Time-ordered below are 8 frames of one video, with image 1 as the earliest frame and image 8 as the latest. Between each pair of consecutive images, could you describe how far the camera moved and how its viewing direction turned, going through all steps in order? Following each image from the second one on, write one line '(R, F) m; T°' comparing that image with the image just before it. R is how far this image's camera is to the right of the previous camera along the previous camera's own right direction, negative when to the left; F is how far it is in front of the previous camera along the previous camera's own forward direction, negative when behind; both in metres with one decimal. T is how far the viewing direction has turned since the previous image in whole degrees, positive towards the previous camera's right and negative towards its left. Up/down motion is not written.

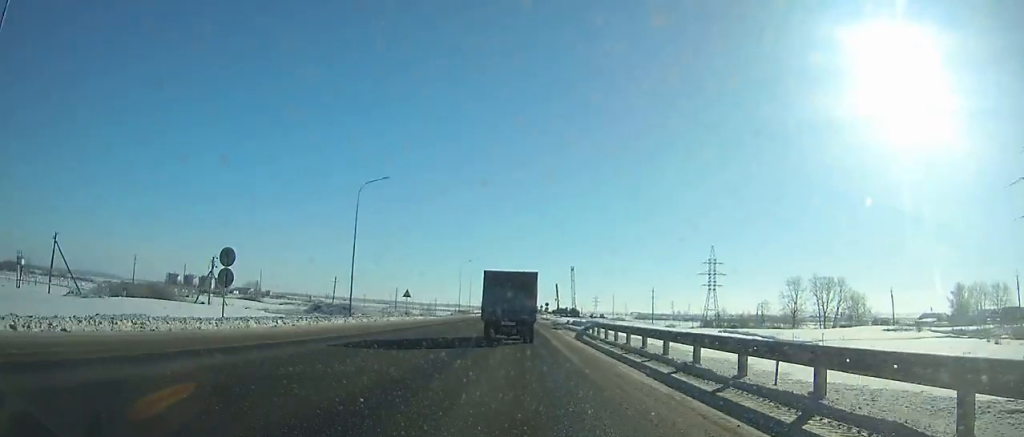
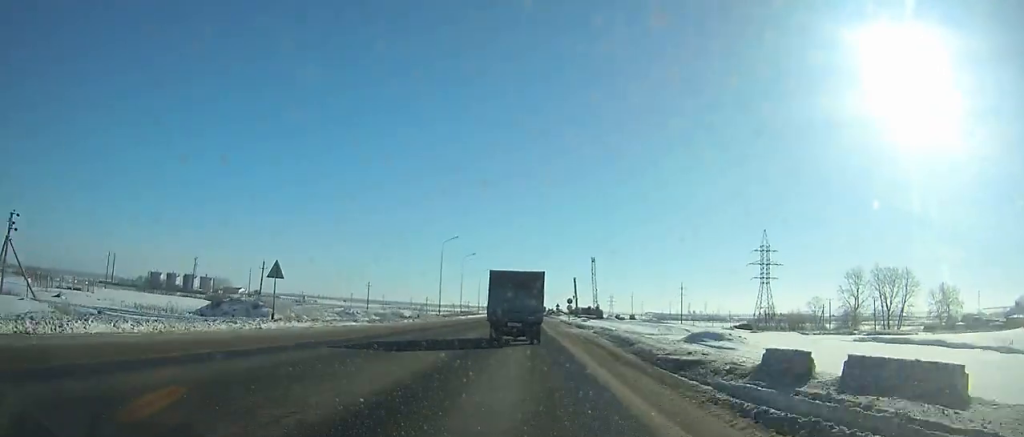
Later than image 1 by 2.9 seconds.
(-0.3, +40.9) m; -1°
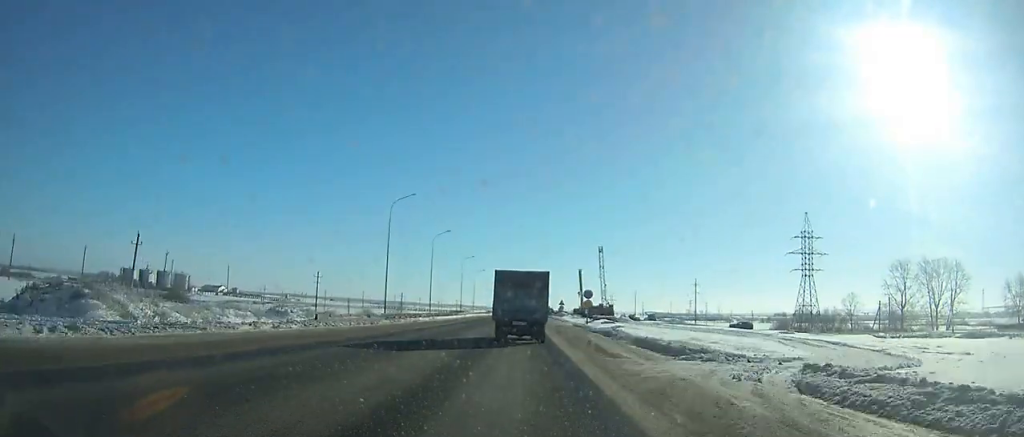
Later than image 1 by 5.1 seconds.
(-0.1, +30.8) m; 0°
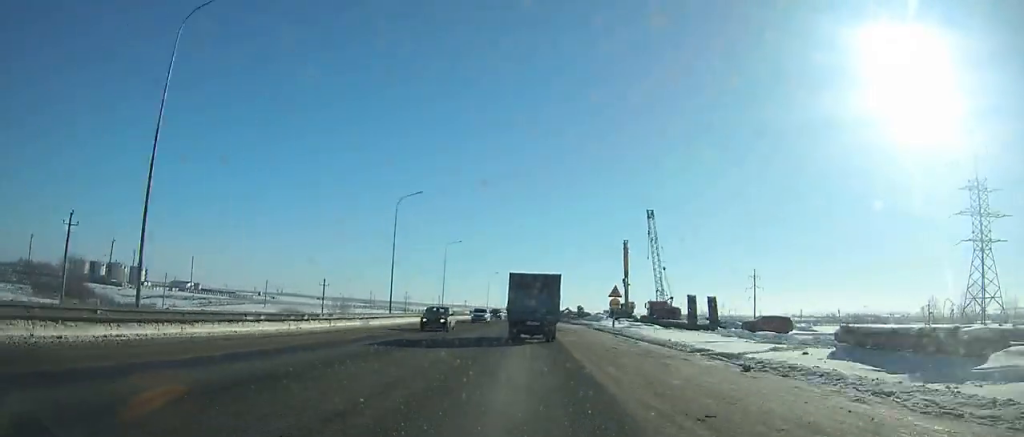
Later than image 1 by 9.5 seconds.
(-0.1, +61.5) m; 0°
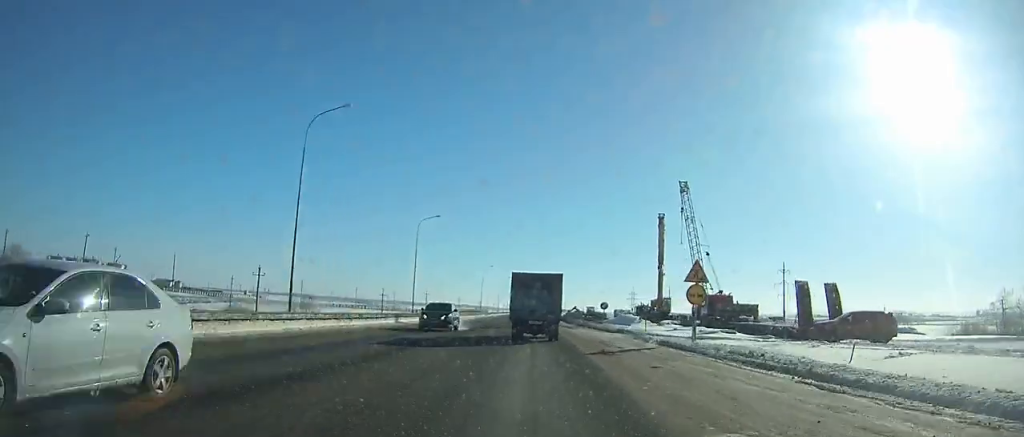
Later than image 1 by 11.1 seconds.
(0.0, +22.5) m; 0°
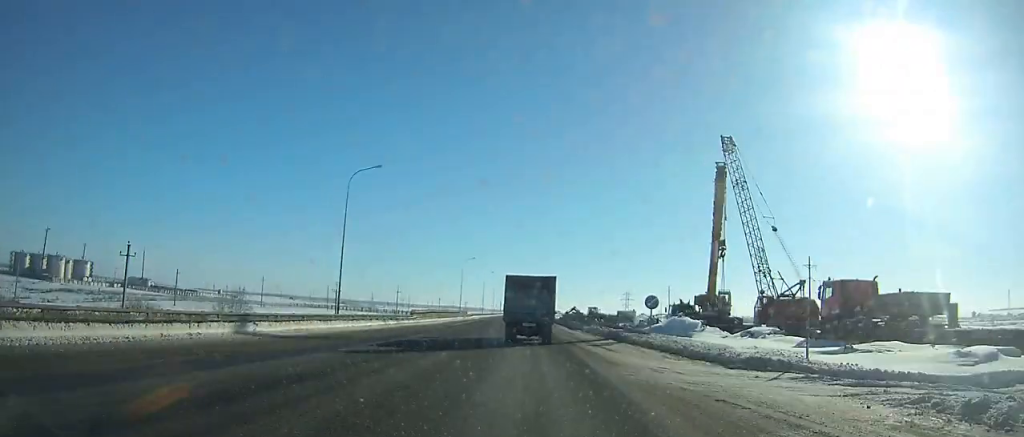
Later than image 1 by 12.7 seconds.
(0.0, +22.6) m; 0°
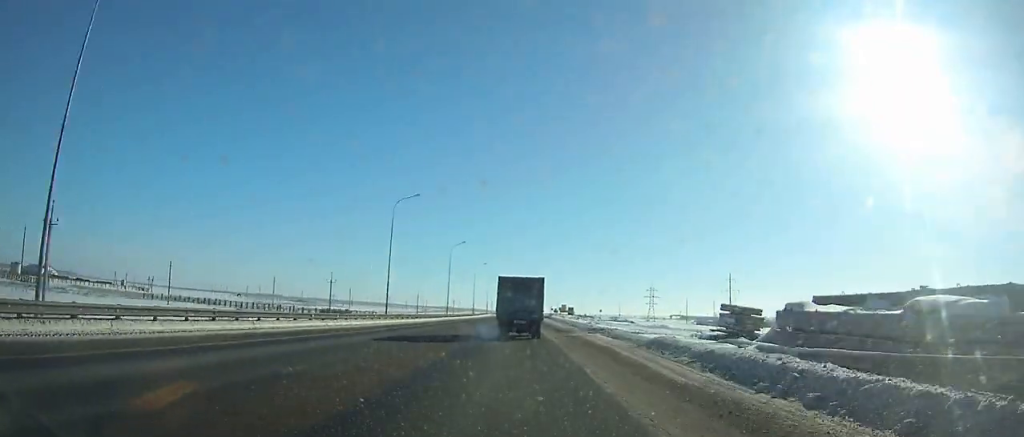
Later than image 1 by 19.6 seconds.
(+0.9, +98.9) m; 0°
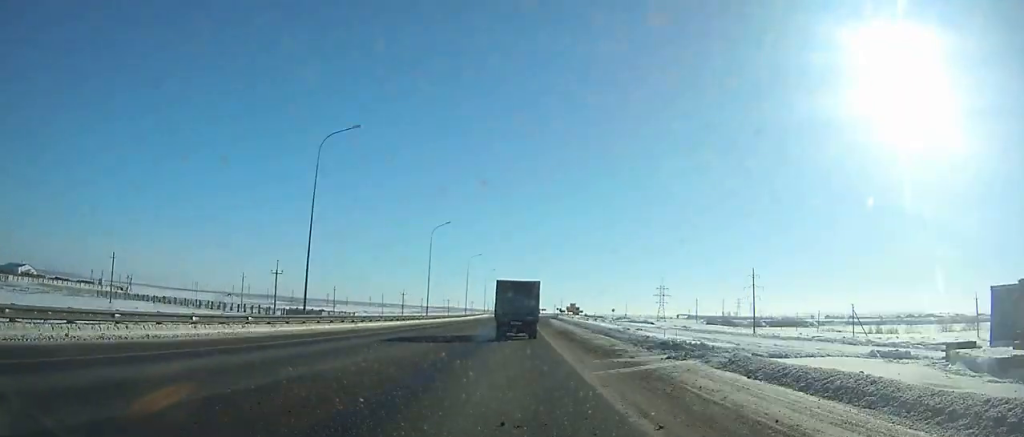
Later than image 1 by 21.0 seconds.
(0.0, +20.4) m; 0°
